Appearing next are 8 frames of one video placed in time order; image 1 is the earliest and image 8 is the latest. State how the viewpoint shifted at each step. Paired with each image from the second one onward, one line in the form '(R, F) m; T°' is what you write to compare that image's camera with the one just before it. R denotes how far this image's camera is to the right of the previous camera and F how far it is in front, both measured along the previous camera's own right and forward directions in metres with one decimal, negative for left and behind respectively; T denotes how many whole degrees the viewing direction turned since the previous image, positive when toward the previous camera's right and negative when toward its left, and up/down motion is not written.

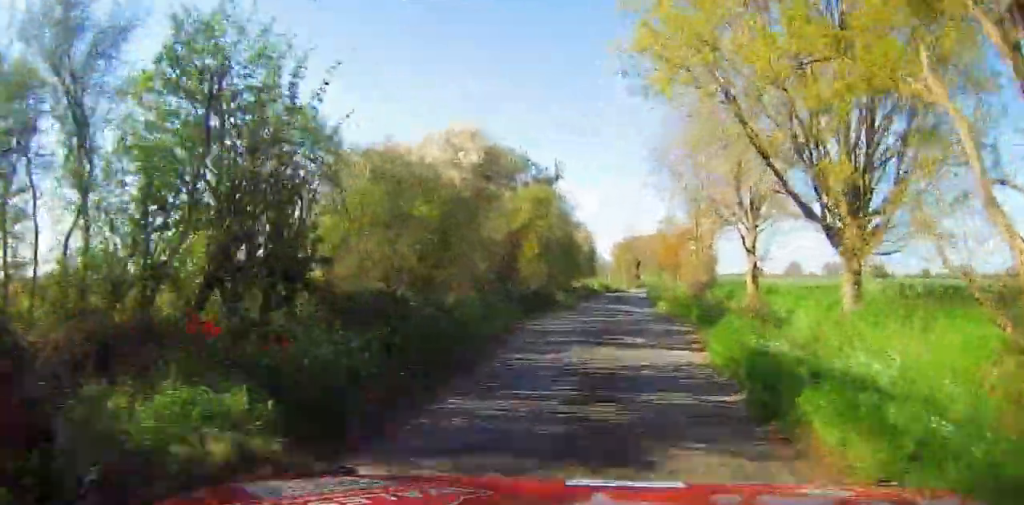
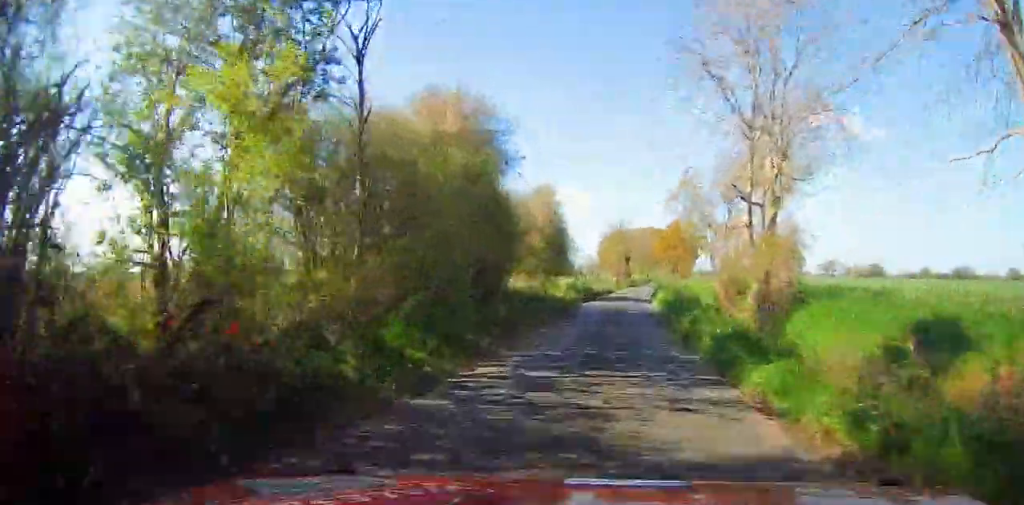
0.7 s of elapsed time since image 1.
(+0.1, +20.6) m; 0°
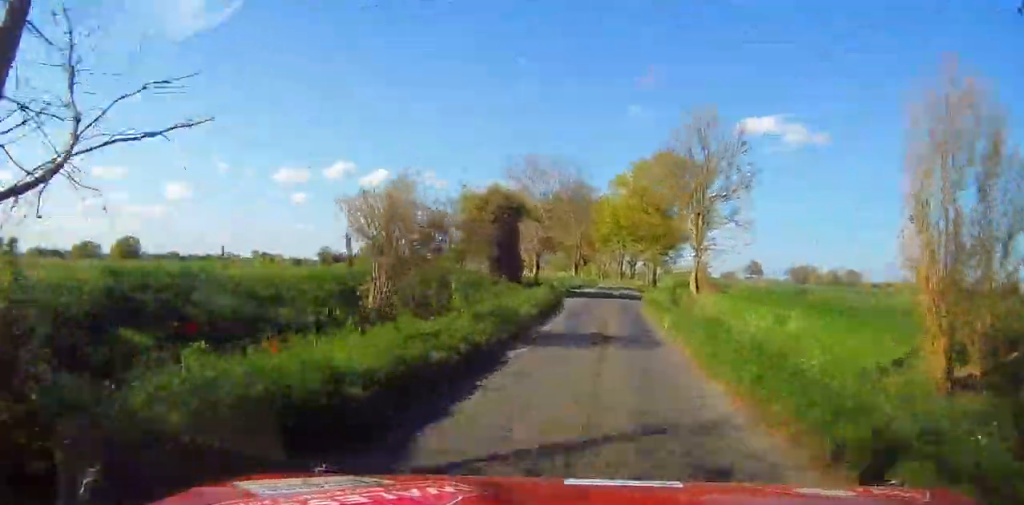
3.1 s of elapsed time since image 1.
(+1.5, +77.6) m; +3°
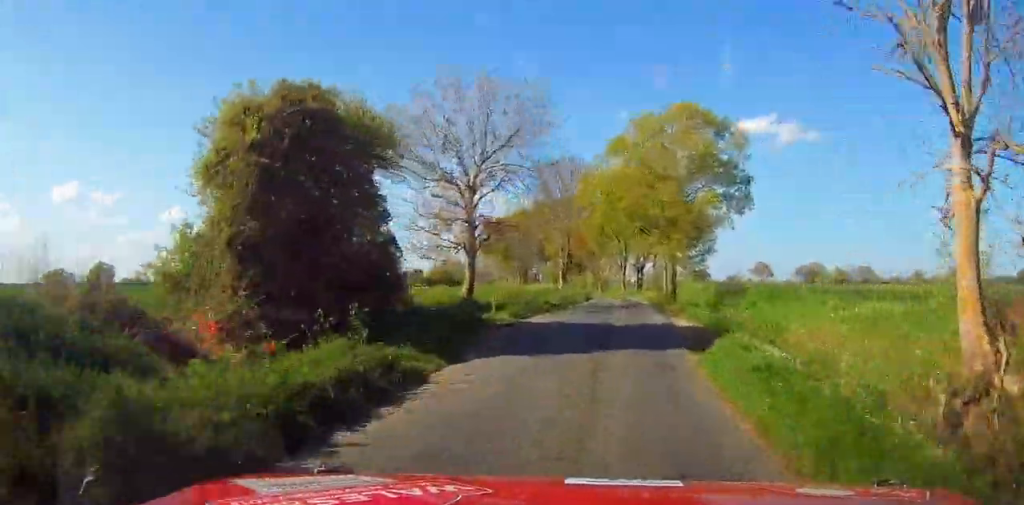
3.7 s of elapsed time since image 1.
(+0.2, +20.9) m; 0°
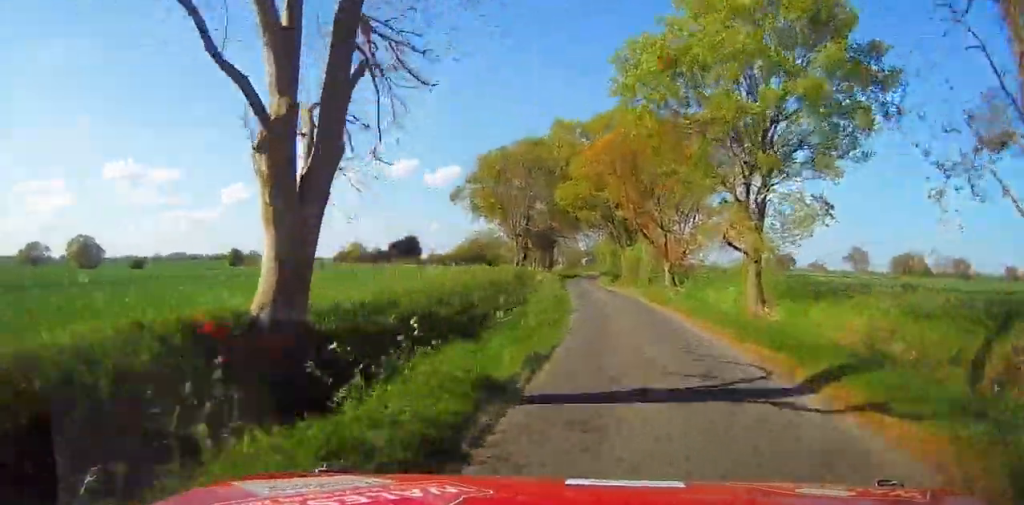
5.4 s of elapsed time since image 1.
(-0.1, +56.5) m; 0°
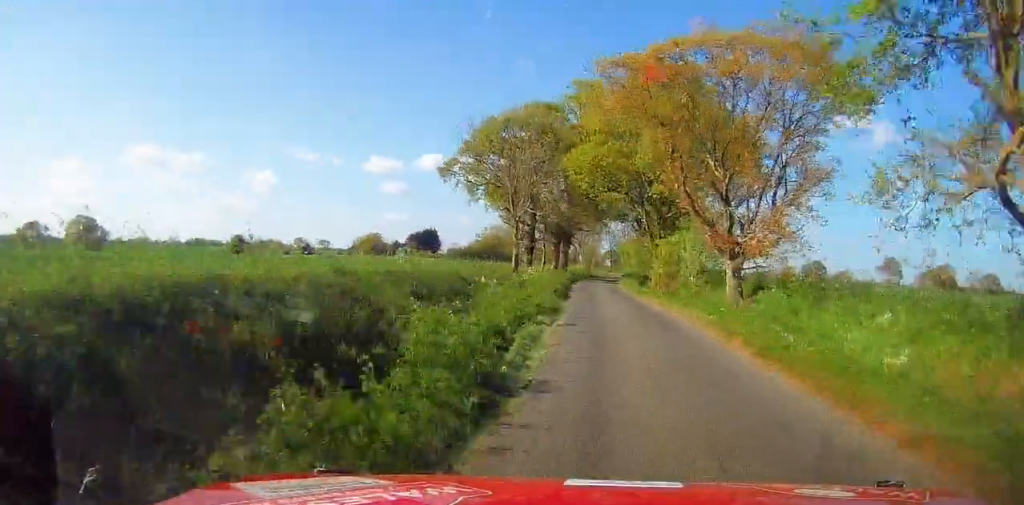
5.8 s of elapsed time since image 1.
(0.0, +14.0) m; -1°
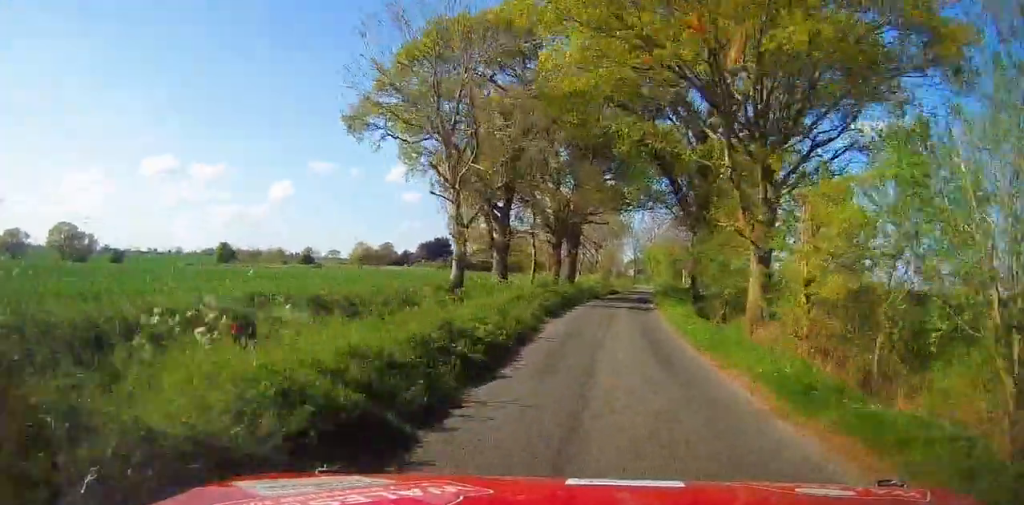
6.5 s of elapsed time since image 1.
(+0.1, +22.2) m; -2°
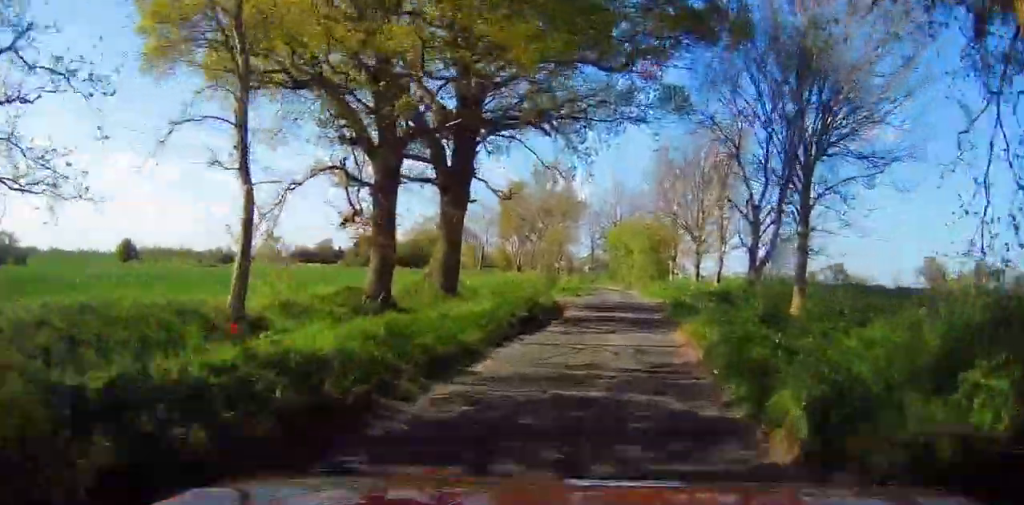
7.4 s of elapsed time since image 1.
(-1.7, +30.5) m; -2°
